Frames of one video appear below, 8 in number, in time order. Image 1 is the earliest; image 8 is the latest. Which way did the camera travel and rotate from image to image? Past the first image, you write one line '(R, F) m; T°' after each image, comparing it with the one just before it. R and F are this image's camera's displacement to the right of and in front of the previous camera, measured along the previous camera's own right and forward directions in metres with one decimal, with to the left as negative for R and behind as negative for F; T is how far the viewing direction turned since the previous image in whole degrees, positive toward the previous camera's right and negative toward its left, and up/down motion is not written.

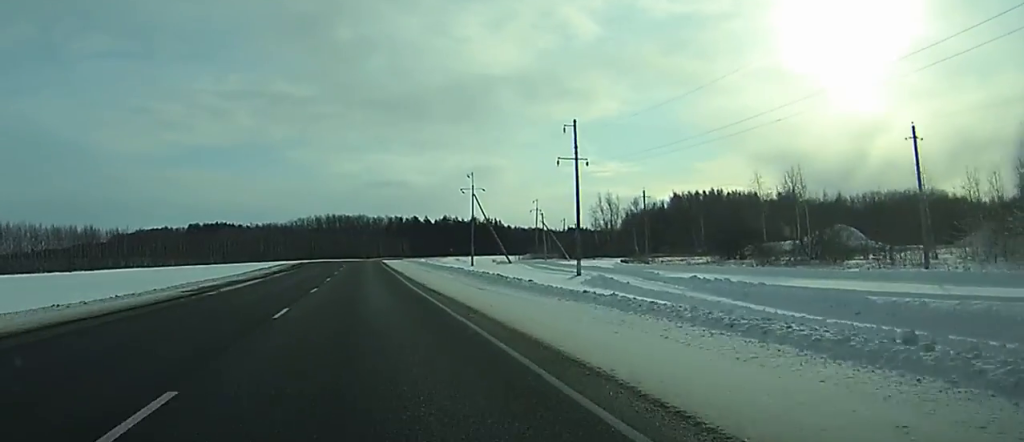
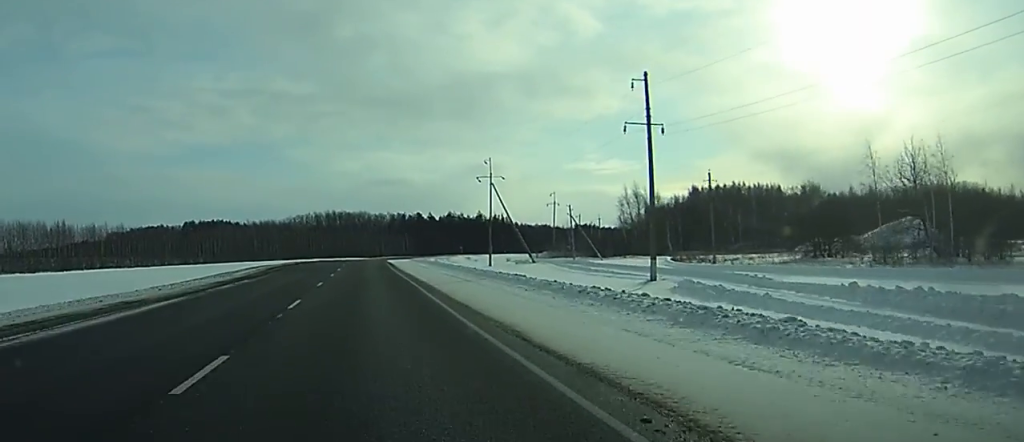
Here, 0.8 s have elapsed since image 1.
(0.0, +20.6) m; 0°
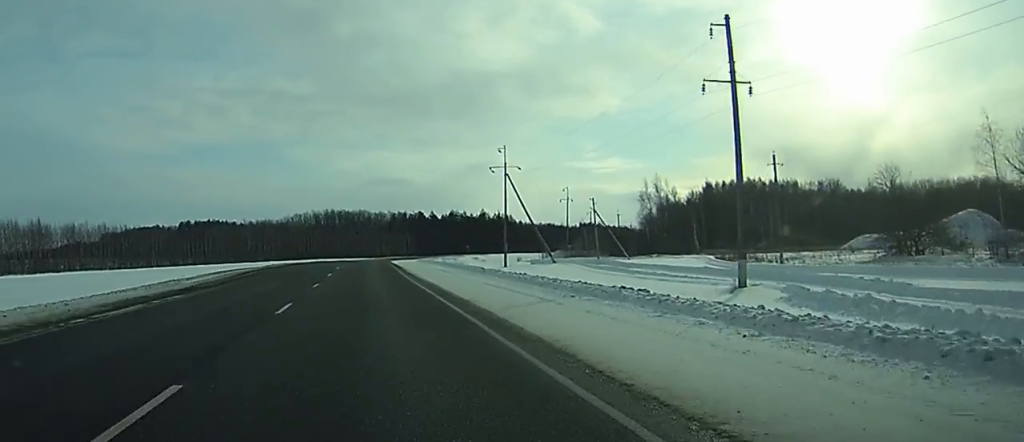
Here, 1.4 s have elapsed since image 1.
(-0.1, +14.6) m; 0°
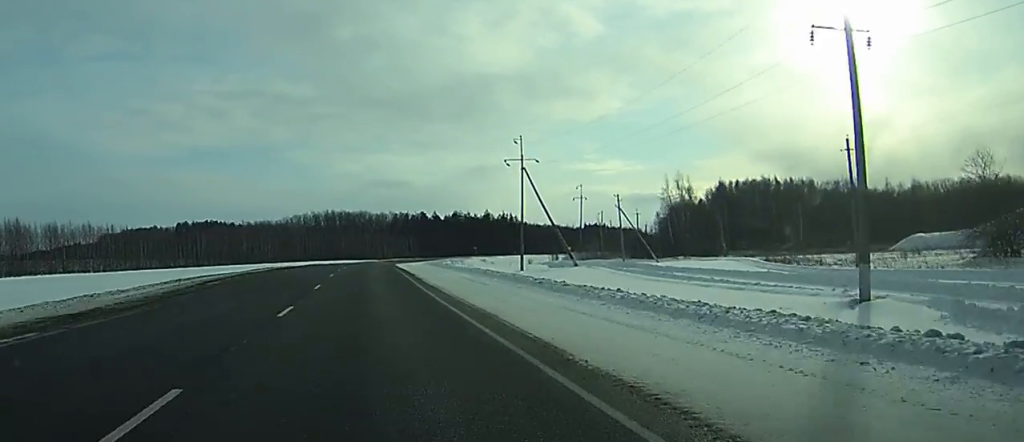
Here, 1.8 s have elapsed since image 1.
(-0.1, +12.0) m; 0°
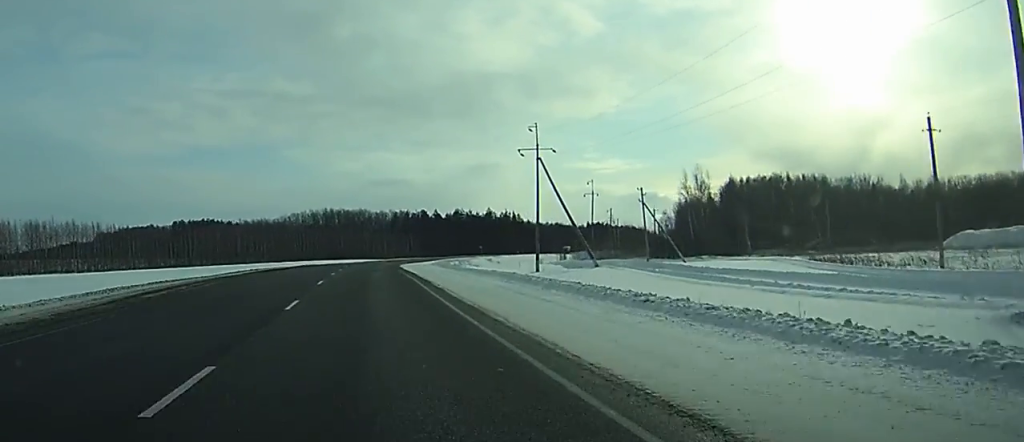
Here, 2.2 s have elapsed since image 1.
(0.0, +10.3) m; 0°
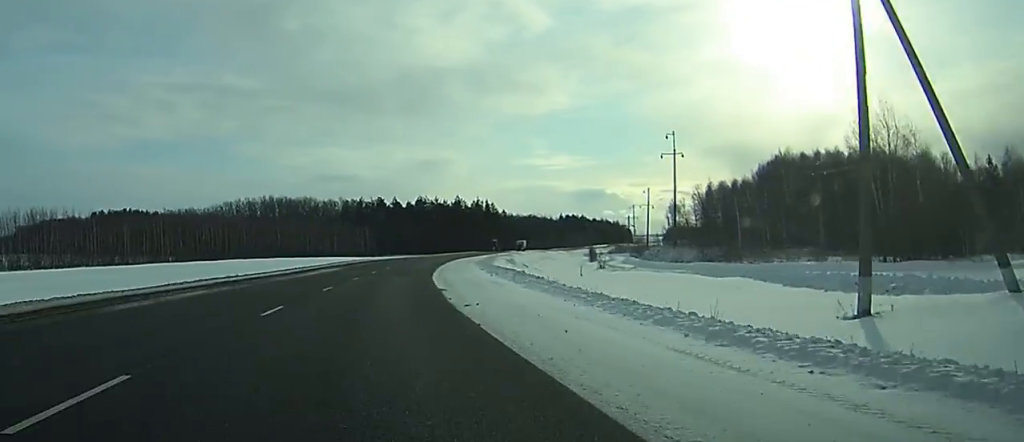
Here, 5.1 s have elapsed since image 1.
(+0.2, +73.7) m; 0°
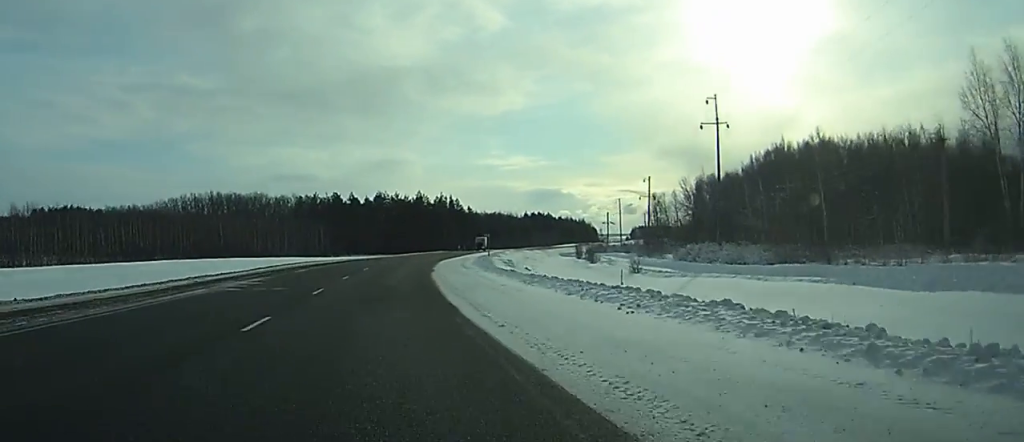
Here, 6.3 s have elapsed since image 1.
(+0.1, +28.3) m; +1°
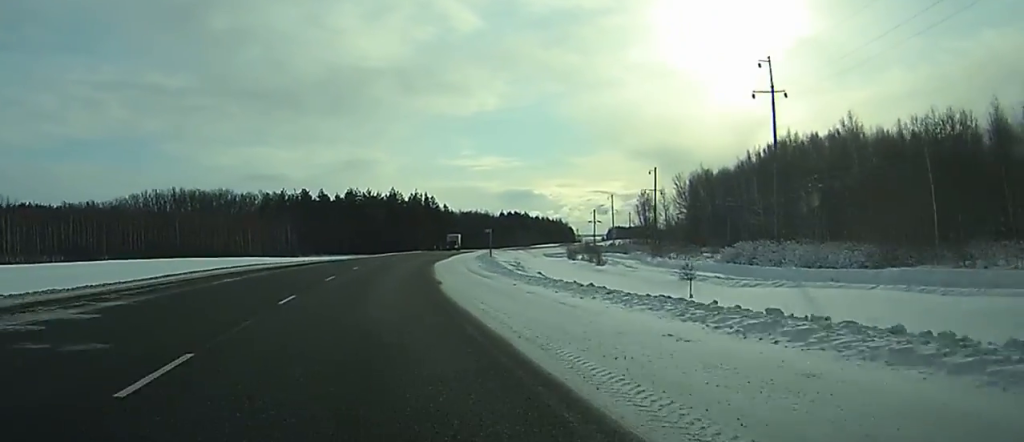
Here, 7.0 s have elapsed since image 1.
(+0.1, +18.9) m; +2°
